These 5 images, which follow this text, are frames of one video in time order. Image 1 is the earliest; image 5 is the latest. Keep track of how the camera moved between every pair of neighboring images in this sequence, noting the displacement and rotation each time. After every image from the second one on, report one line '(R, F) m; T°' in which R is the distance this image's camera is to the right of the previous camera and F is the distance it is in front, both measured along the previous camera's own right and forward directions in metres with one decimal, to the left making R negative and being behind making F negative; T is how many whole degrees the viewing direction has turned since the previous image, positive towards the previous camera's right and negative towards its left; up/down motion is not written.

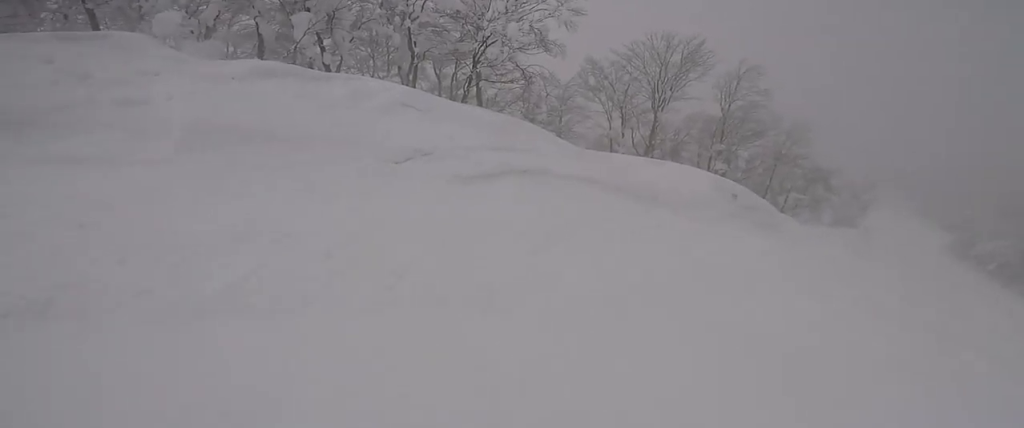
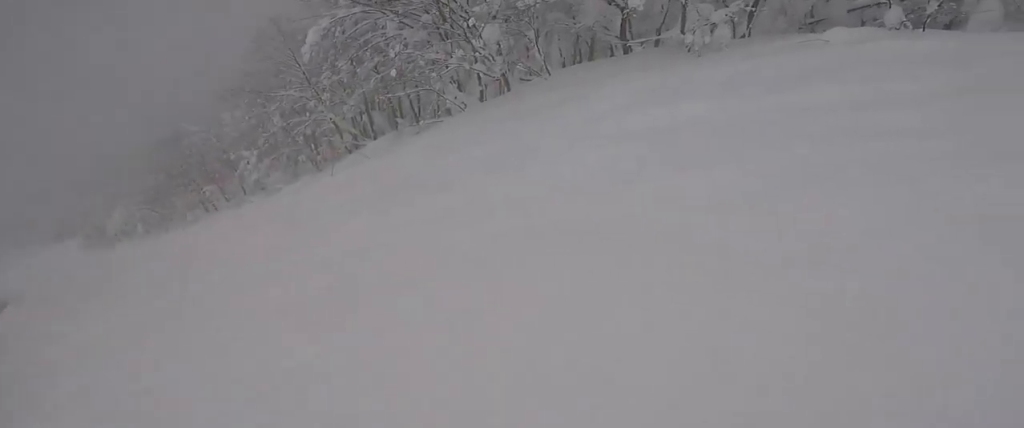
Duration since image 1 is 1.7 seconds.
(+1.8, +5.4) m; +46°
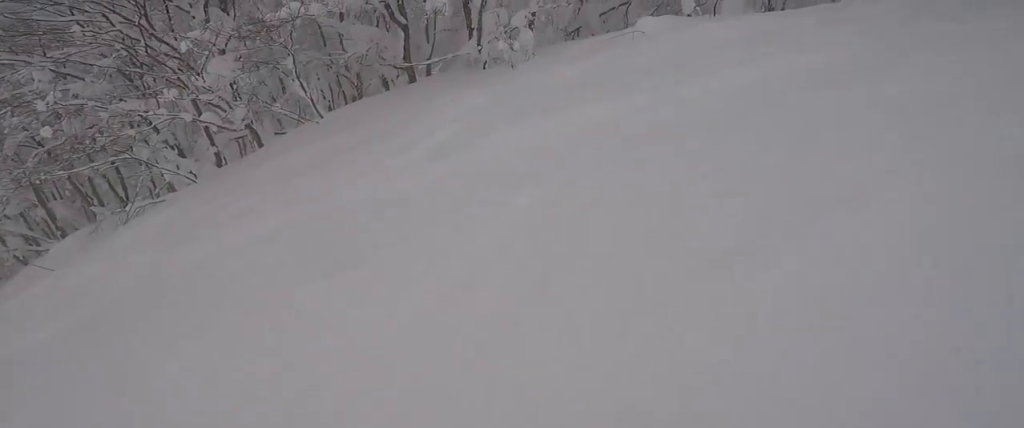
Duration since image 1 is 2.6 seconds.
(+0.6, +2.4) m; +13°
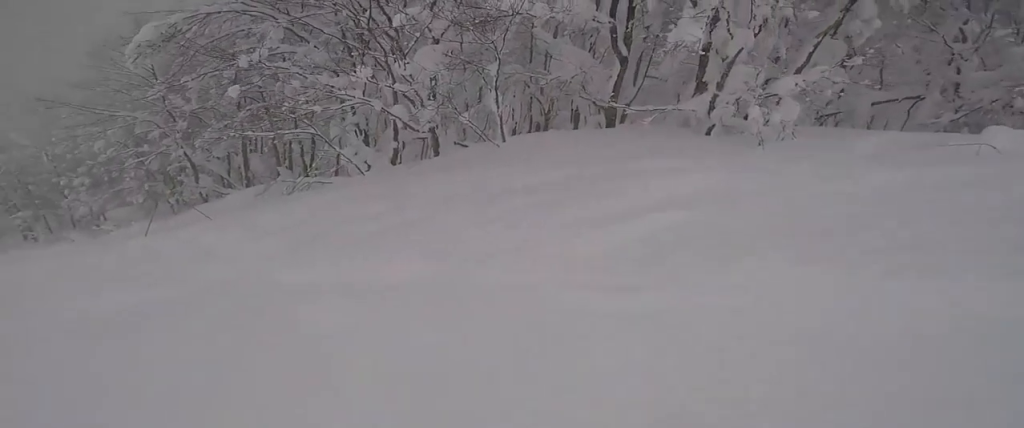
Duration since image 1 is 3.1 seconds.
(+0.6, +1.5) m; -1°
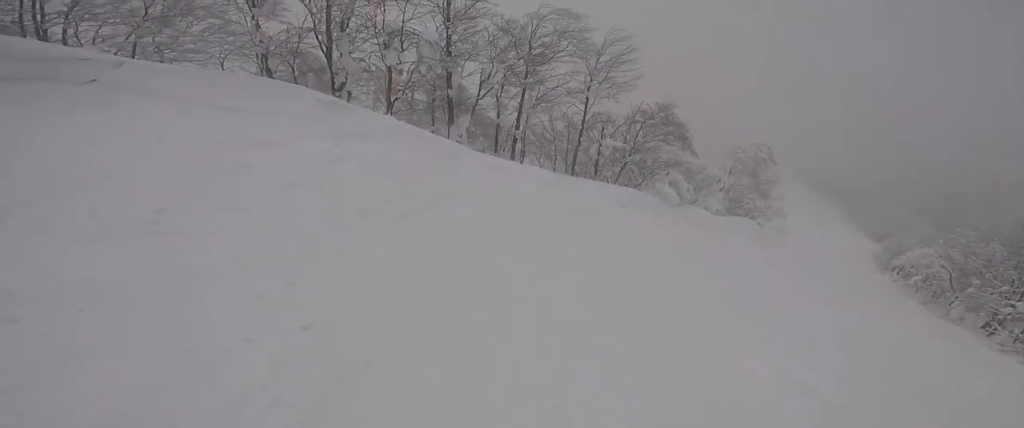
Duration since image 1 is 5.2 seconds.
(-4.9, +3.1) m; -74°
